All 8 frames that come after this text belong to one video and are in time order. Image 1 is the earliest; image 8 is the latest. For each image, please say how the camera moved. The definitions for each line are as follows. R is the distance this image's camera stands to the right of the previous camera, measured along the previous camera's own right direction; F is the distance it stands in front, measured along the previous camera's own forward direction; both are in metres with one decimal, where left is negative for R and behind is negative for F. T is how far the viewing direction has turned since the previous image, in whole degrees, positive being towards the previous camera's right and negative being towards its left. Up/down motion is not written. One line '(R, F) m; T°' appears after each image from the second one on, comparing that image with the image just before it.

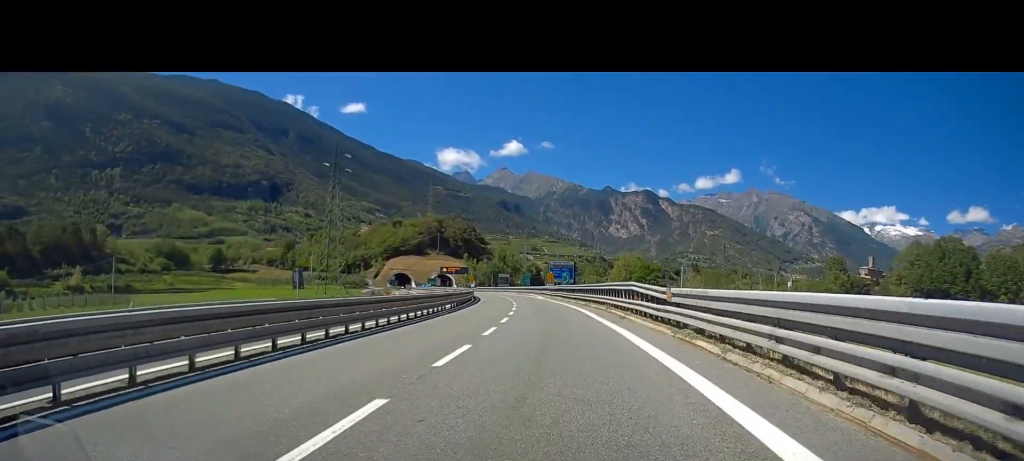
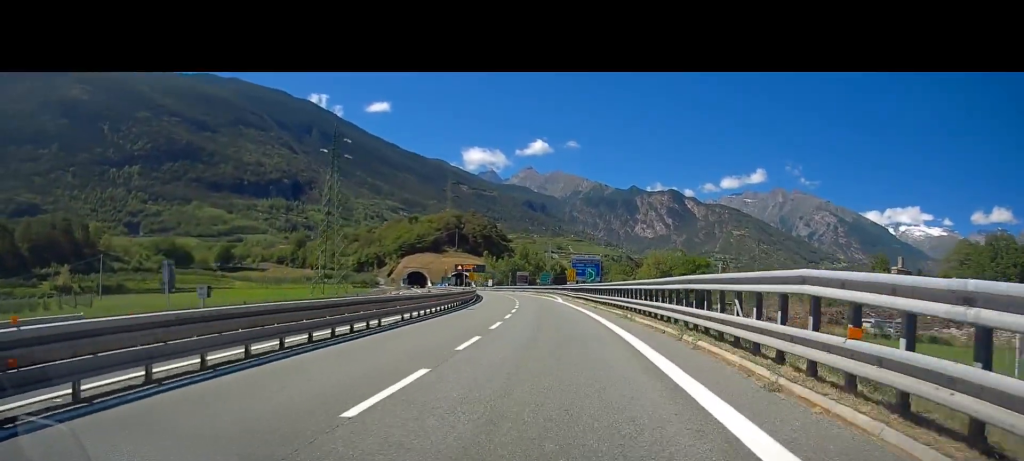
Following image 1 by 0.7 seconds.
(-0.4, +18.9) m; -3°
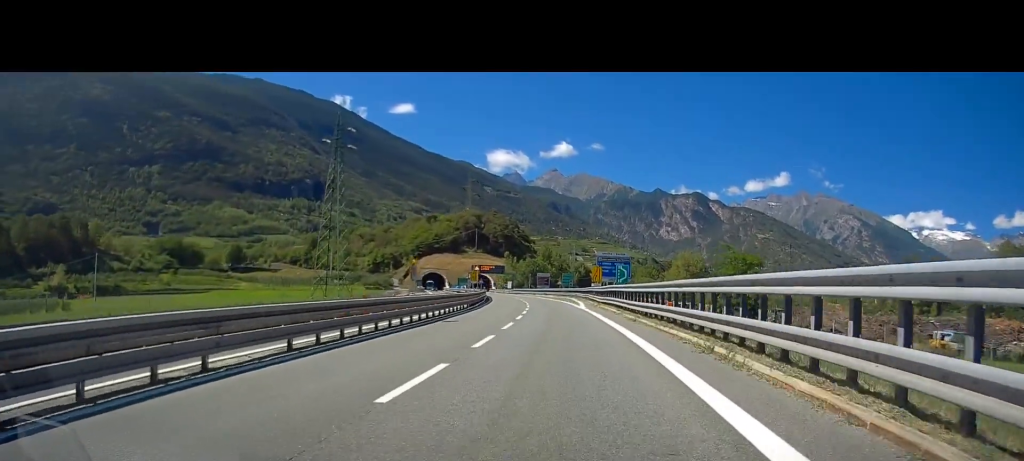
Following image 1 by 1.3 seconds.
(-0.2, +13.8) m; -1°
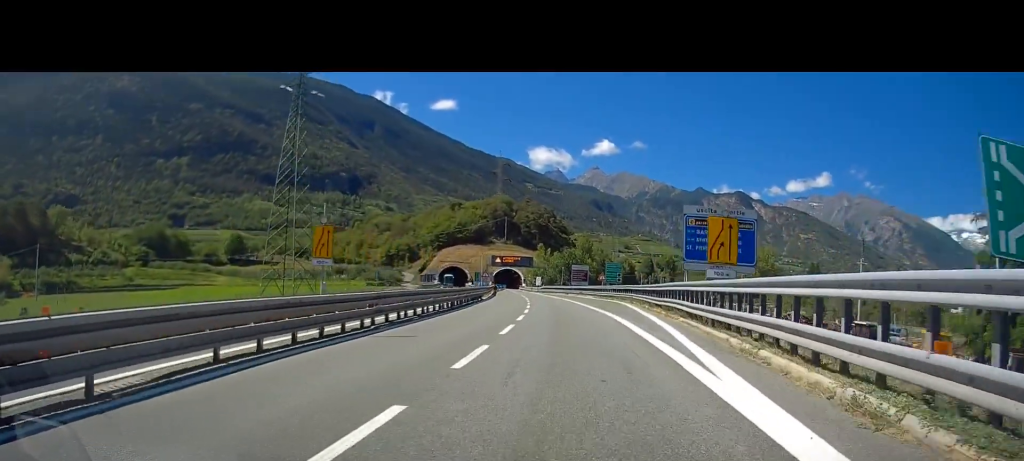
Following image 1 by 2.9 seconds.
(-1.4, +40.6) m; -4°
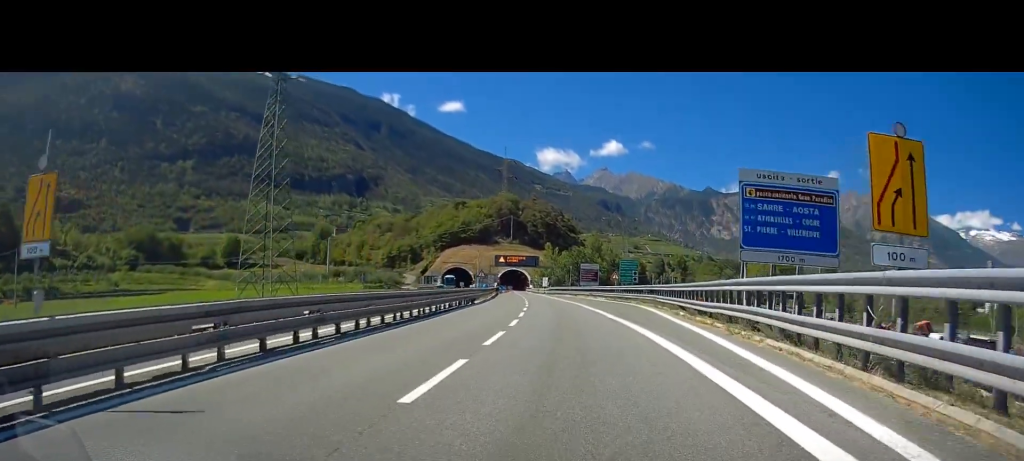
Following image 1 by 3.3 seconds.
(-0.1, +10.6) m; -1°
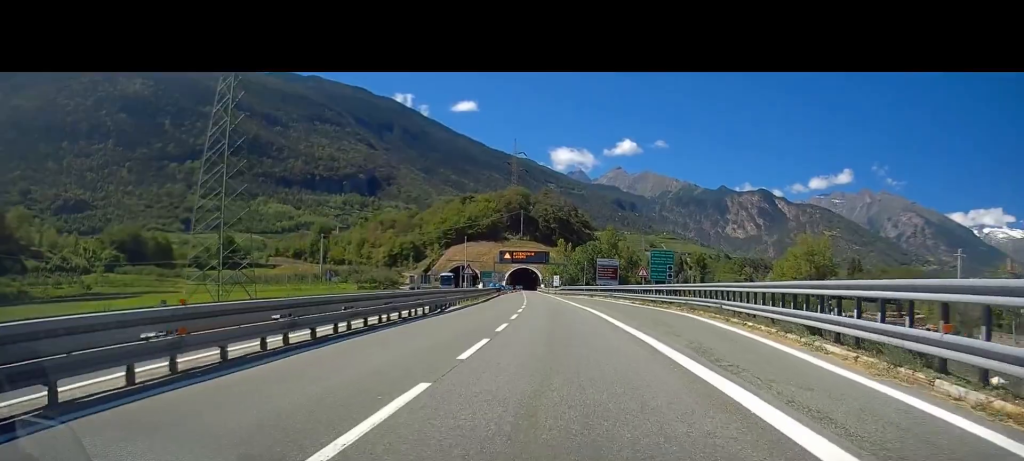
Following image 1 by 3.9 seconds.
(-0.2, +17.0) m; -1°
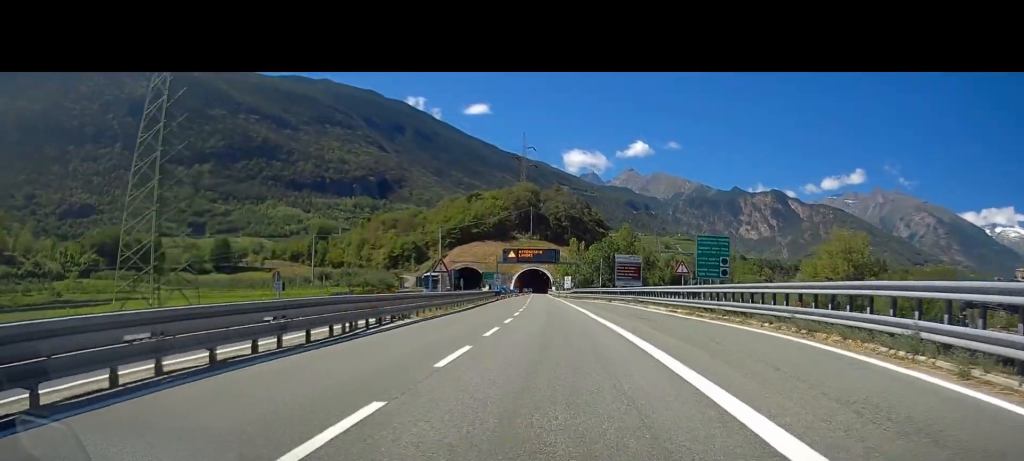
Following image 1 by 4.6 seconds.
(0.0, +15.6) m; -1°
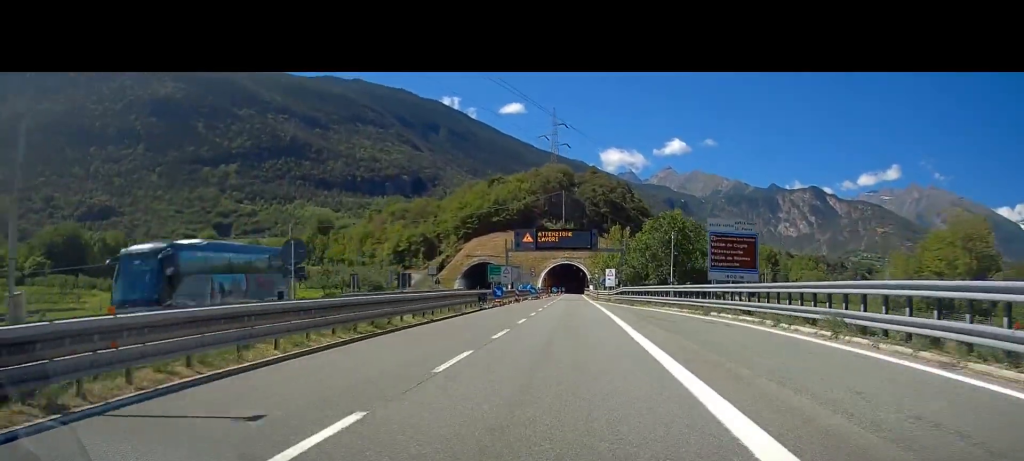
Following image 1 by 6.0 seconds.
(-0.7, +36.1) m; -2°
